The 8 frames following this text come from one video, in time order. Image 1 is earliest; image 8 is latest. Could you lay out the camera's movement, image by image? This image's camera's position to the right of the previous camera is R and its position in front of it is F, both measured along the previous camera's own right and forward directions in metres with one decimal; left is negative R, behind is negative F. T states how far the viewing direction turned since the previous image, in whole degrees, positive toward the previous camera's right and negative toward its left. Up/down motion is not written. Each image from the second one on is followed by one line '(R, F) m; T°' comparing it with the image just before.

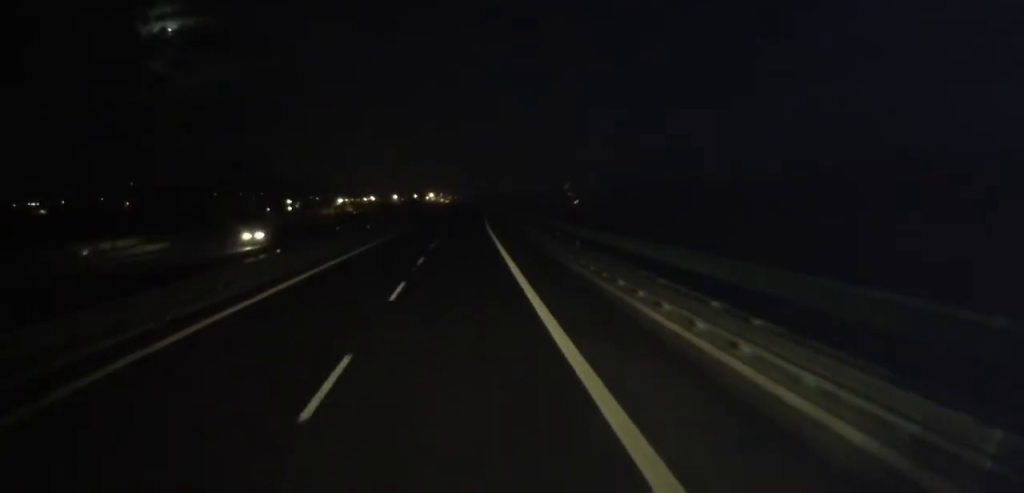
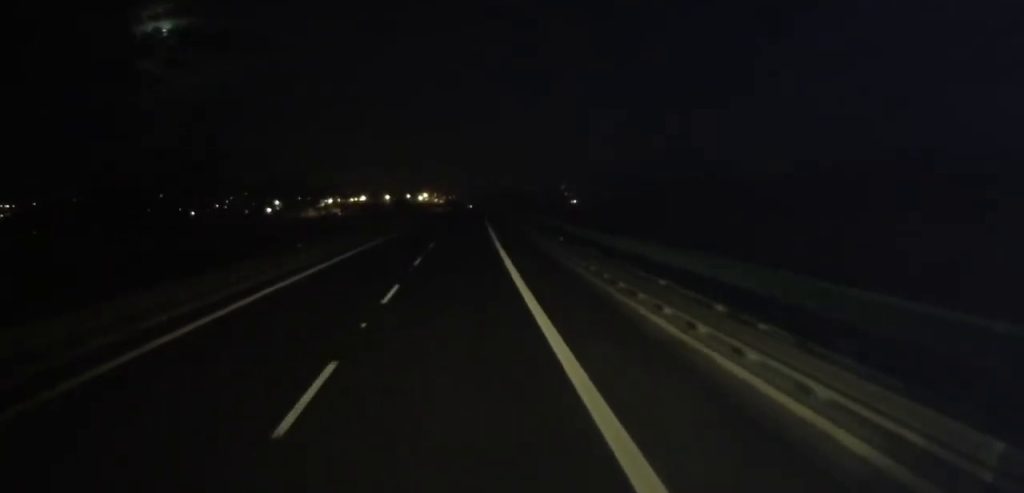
(-0.5, +36.4) m; -1°
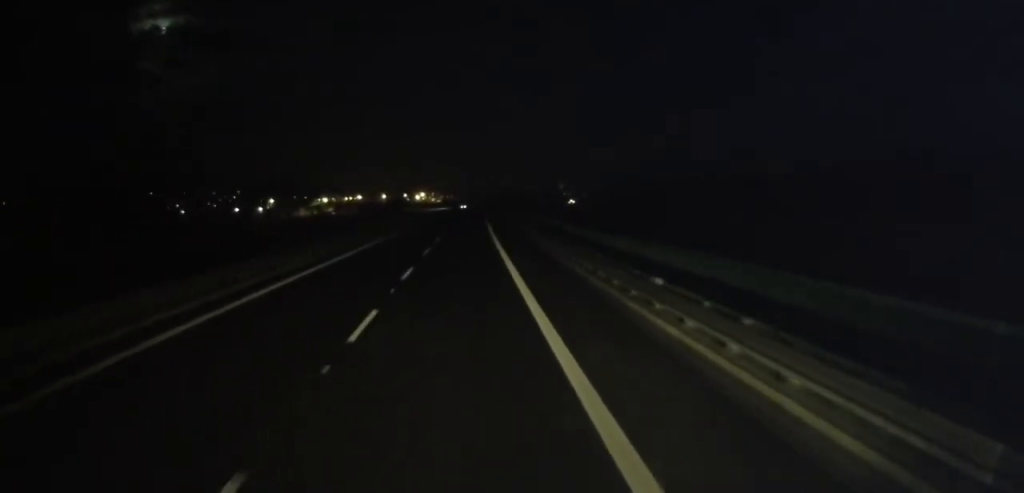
(-0.1, +13.3) m; +1°
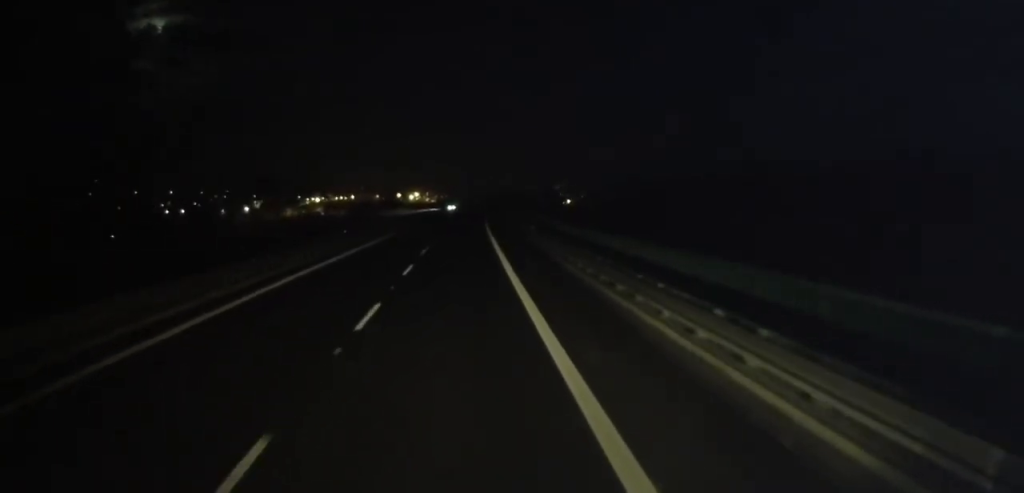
(+0.4, +16.8) m; +2°
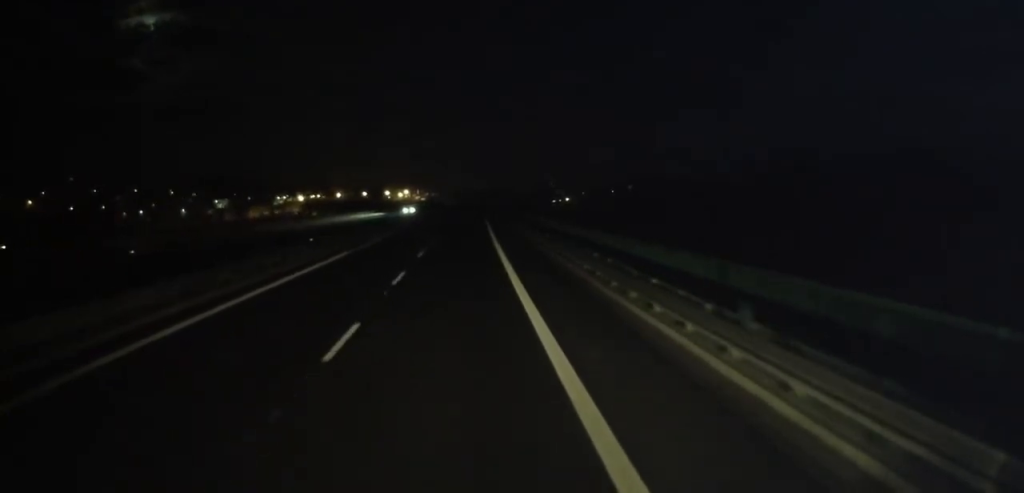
(+0.2, +47.7) m; 0°
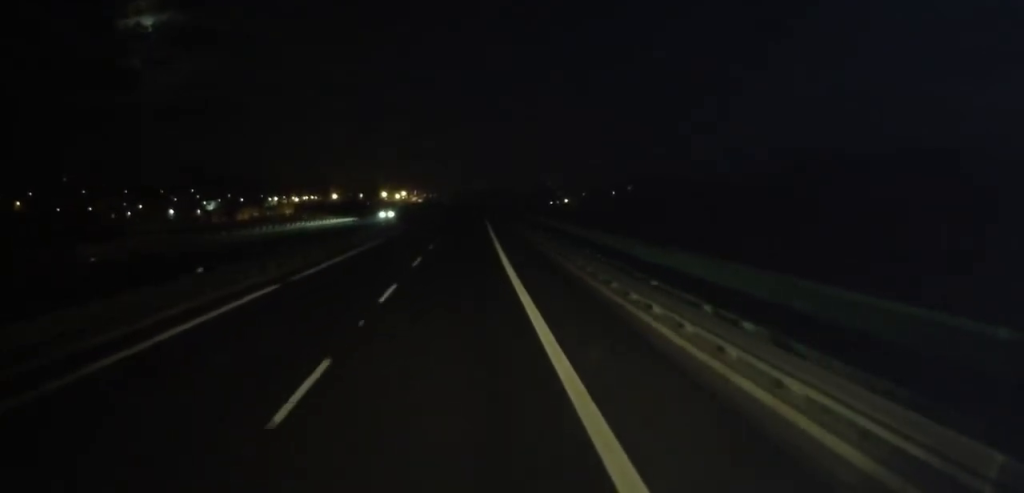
(+0.1, +11.9) m; 0°
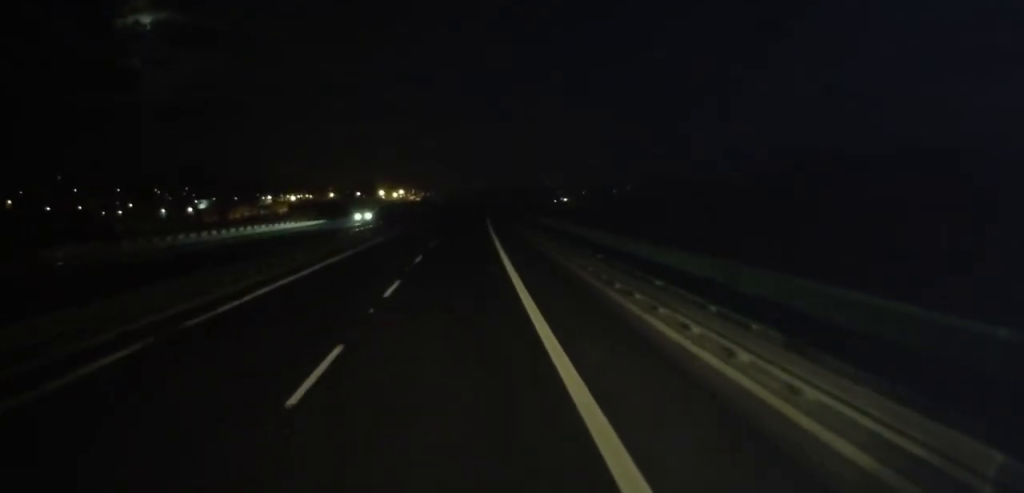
(0.0, +8.4) m; 0°
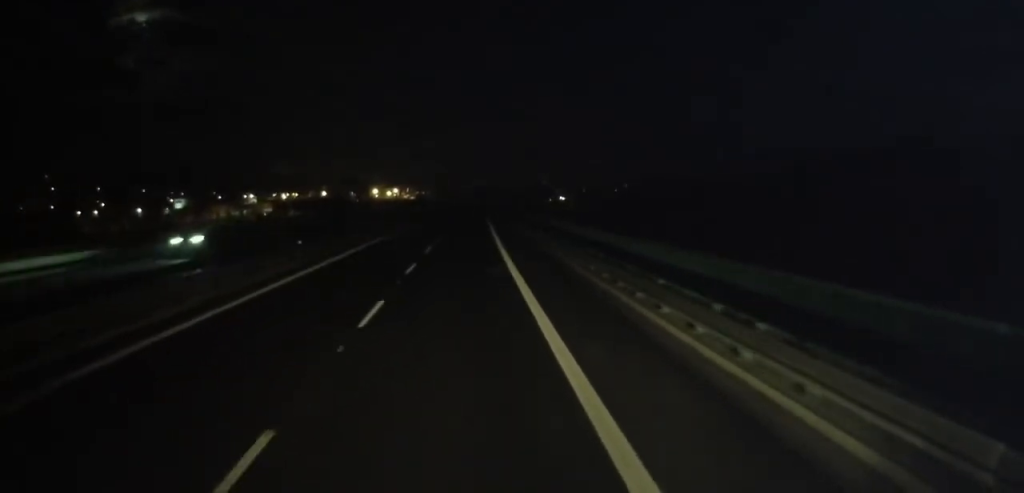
(-0.2, +22.3) m; 0°
